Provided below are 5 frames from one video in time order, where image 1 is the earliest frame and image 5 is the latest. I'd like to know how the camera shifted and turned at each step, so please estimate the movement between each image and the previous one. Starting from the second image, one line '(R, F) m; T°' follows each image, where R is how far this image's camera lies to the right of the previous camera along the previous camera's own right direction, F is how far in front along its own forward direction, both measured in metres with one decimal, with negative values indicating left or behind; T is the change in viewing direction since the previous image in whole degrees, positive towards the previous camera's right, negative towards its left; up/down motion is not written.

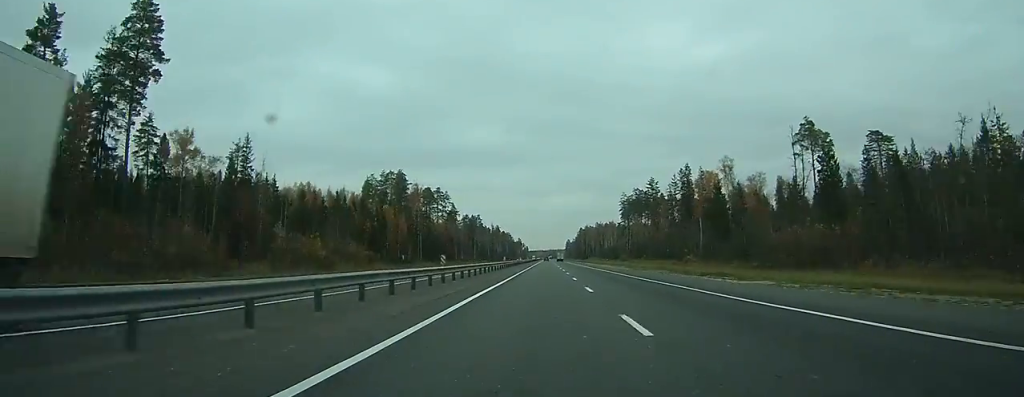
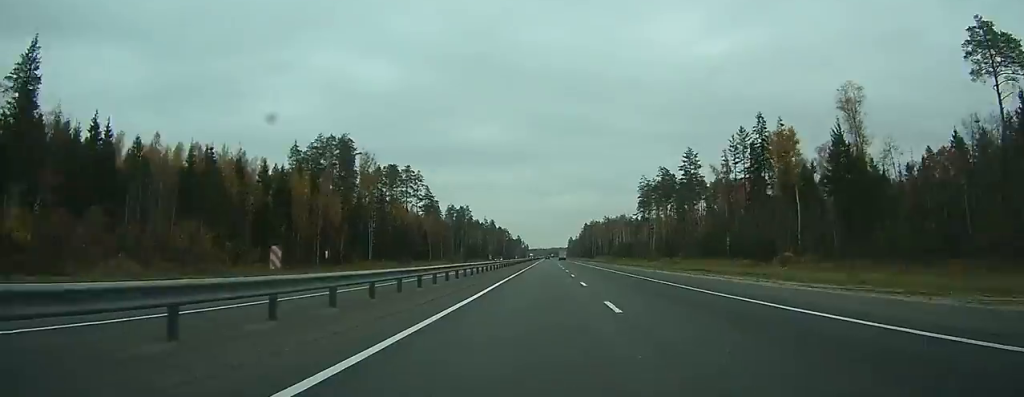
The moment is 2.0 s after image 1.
(0.0, +56.0) m; 0°
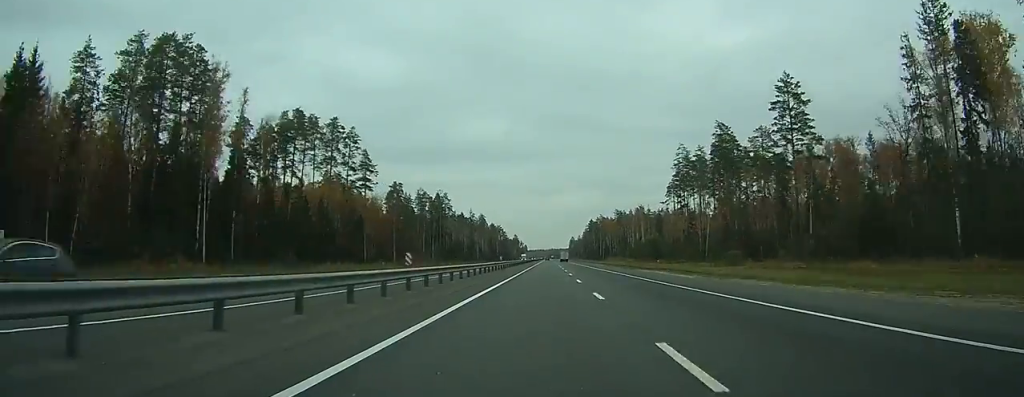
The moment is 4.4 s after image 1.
(+0.2, +71.5) m; 0°
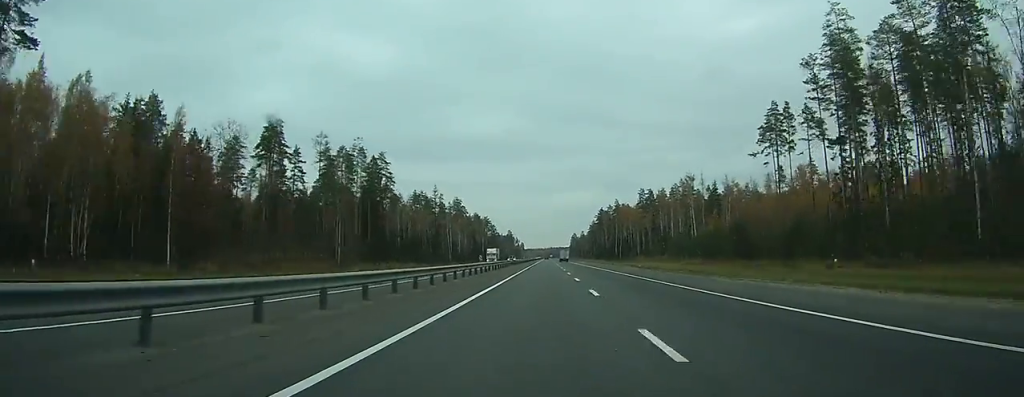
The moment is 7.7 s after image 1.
(0.0, +103.6) m; 0°
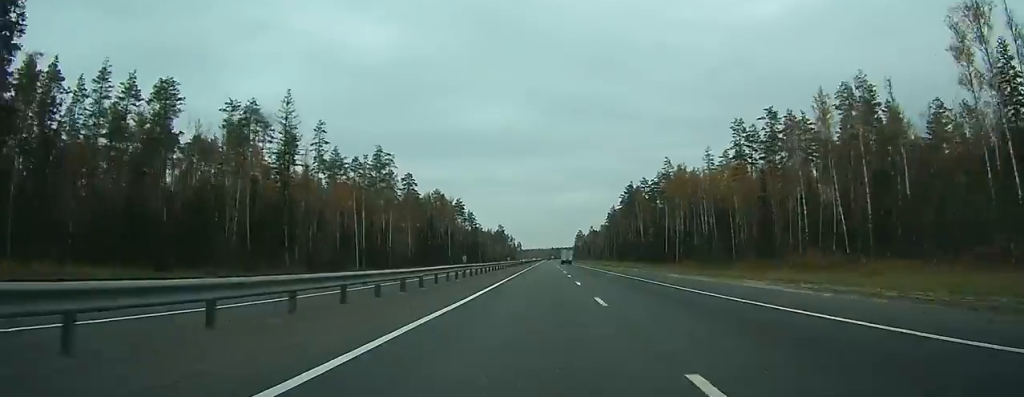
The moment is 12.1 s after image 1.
(+0.1, +134.4) m; 0°
